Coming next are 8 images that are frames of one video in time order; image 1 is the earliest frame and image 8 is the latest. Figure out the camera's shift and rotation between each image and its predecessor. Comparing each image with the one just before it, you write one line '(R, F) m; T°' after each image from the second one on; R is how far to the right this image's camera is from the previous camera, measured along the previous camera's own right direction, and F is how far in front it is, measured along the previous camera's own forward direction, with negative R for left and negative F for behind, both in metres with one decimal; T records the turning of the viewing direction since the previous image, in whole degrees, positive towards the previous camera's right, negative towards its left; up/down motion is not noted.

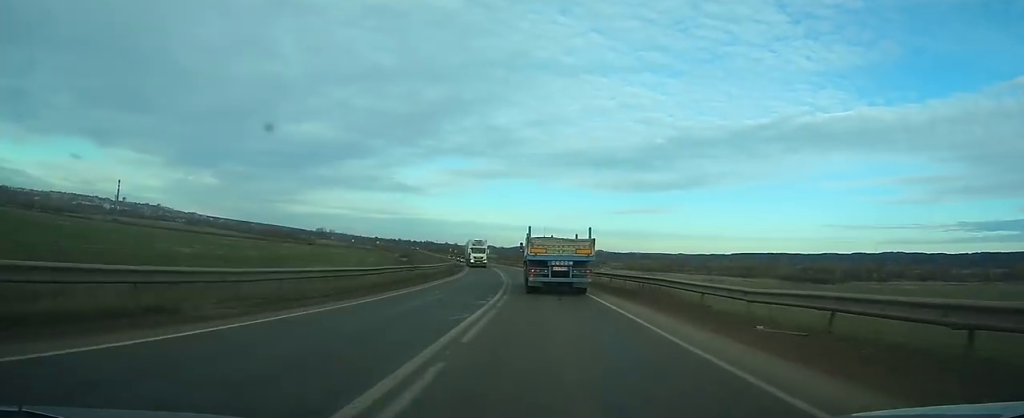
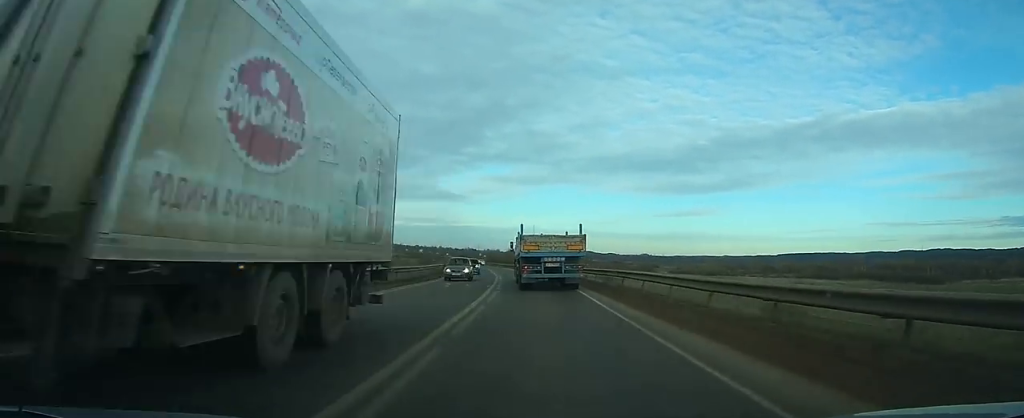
(-1.5, +47.5) m; -4°
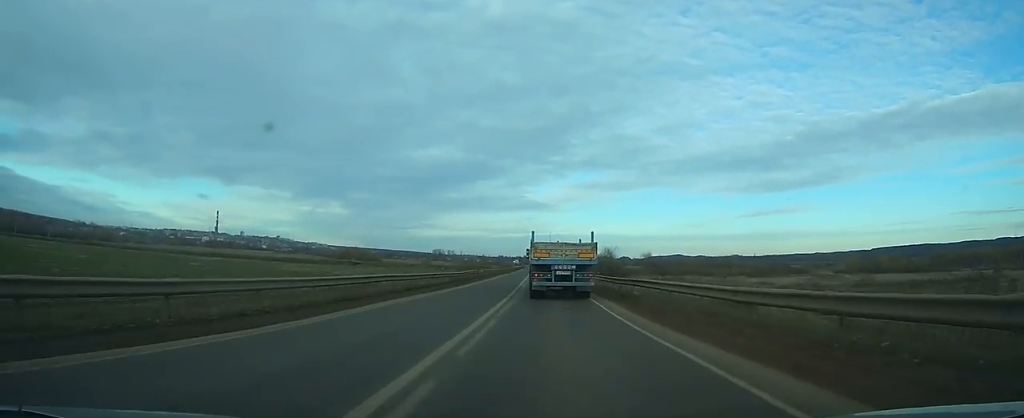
(-9.1, +104.5) m; -10°
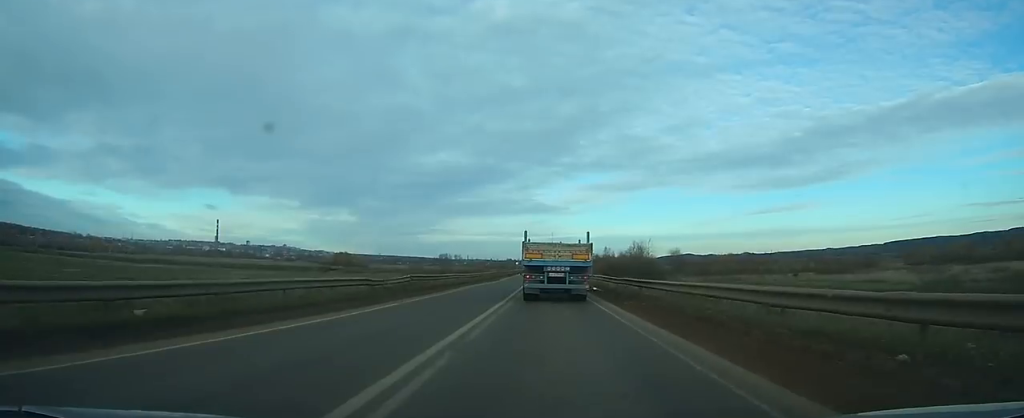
(-1.3, +45.9) m; -2°
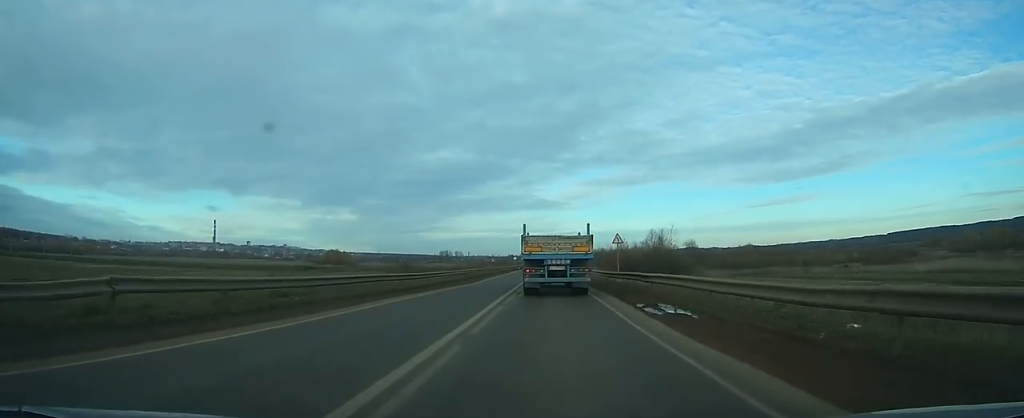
(-0.2, +23.7) m; 0°
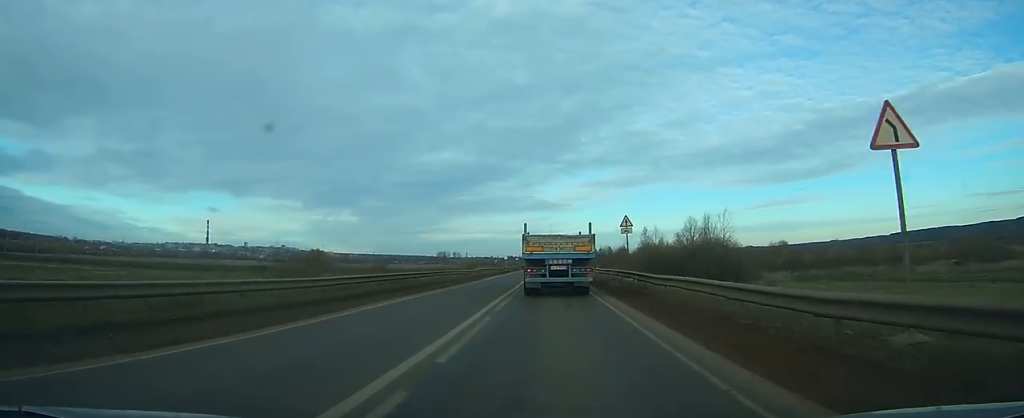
(-0.1, +35.3) m; 0°
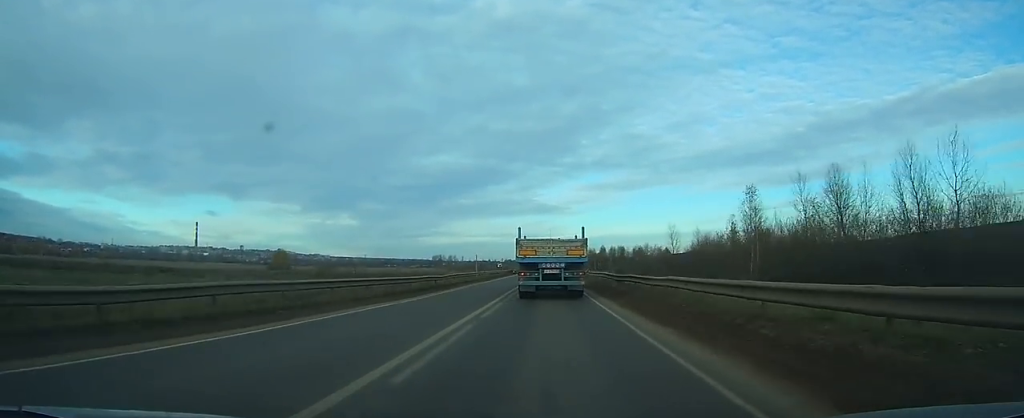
(0.0, +50.7) m; 0°
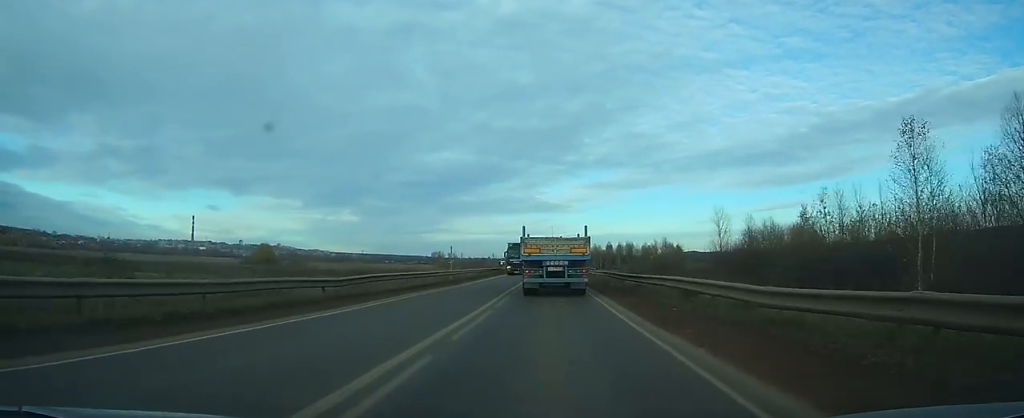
(0.0, +21.3) m; 0°
